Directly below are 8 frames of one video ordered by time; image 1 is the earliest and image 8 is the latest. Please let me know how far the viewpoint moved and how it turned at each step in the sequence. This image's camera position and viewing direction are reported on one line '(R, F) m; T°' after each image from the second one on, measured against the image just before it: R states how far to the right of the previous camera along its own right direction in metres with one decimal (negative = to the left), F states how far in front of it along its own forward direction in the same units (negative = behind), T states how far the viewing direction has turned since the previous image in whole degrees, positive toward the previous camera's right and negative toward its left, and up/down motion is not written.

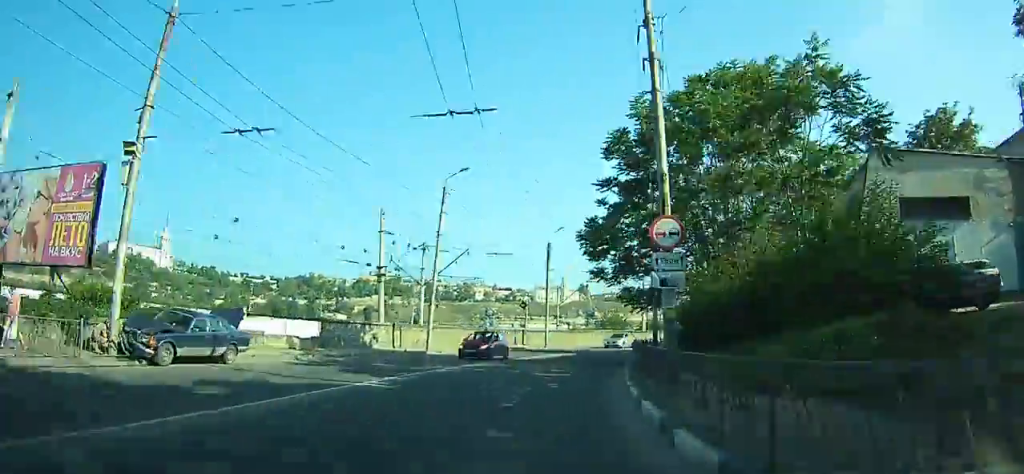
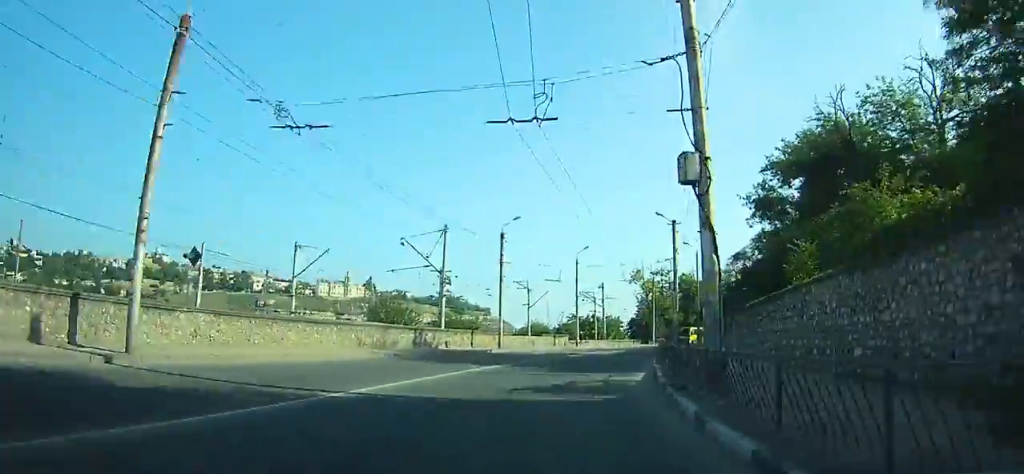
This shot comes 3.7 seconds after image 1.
(+5.4, +40.2) m; +22°
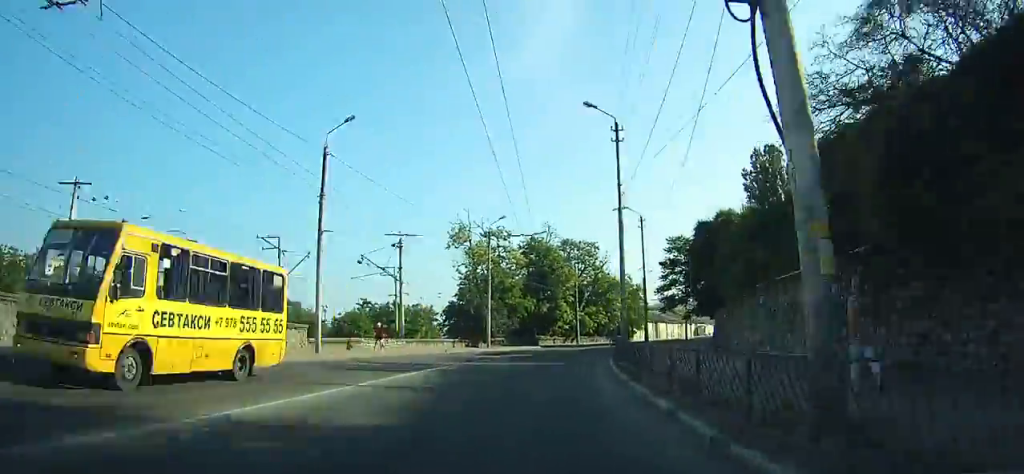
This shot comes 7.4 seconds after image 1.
(+9.0, +38.8) m; +20°
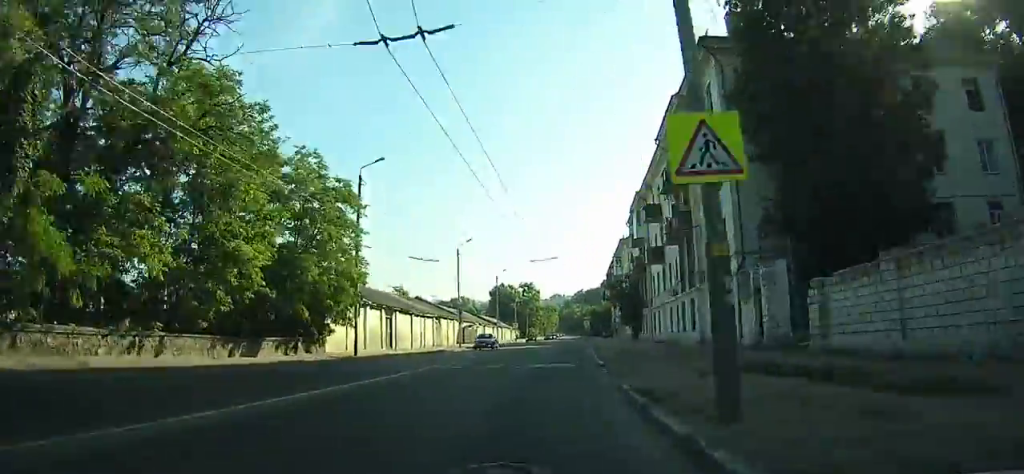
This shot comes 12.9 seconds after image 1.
(+10.9, +61.1) m; +21°
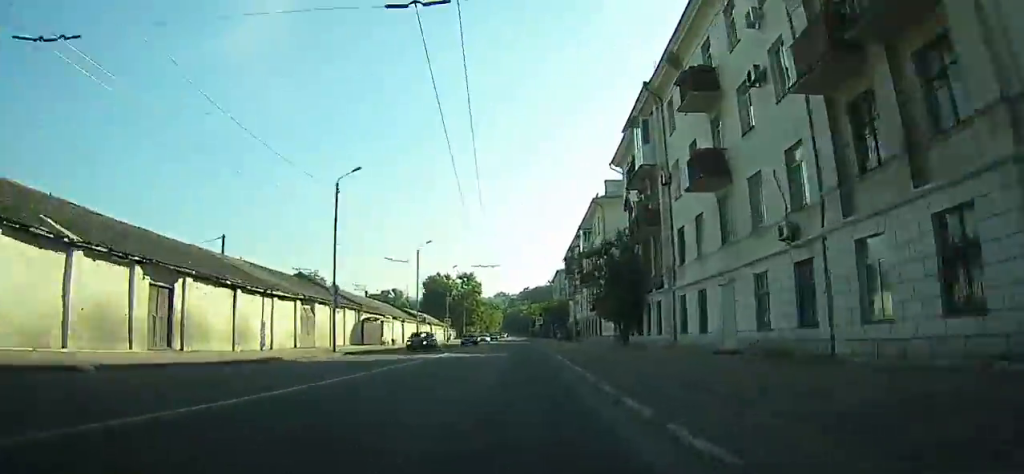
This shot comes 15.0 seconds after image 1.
(+2.4, +25.2) m; +5°
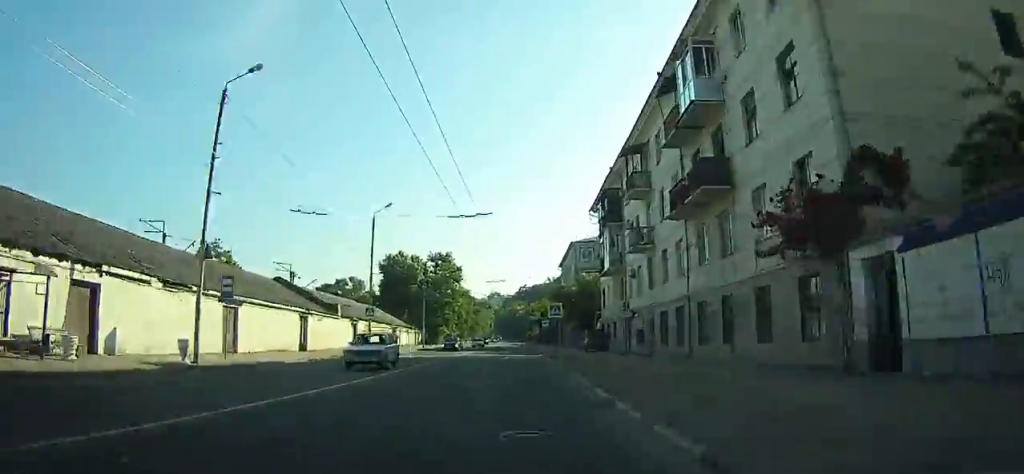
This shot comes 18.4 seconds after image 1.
(+1.9, +42.1) m; +3°
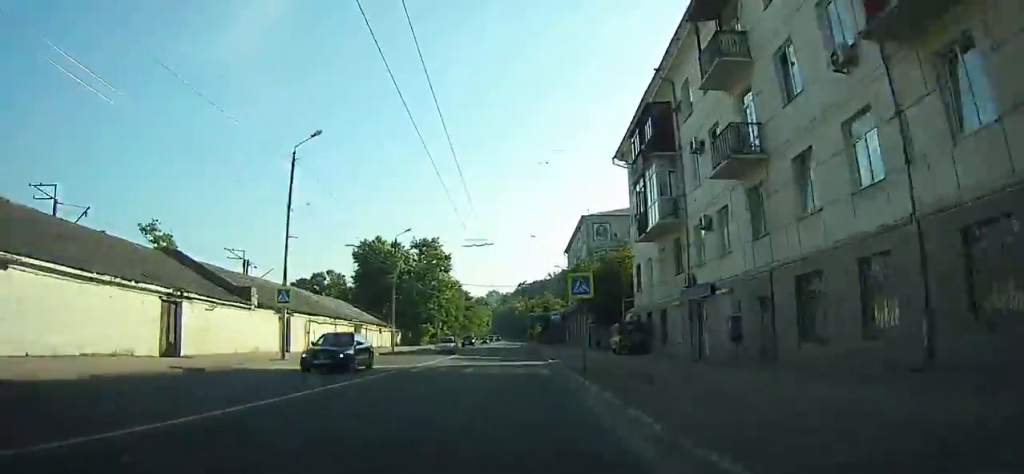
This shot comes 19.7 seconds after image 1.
(+0.1, +16.6) m; 0°
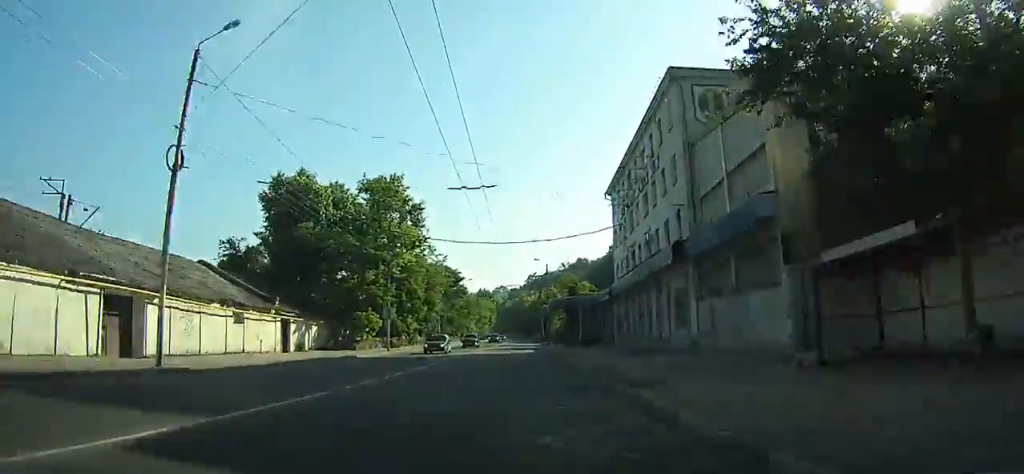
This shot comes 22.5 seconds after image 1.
(+0.2, +36.4) m; 0°
